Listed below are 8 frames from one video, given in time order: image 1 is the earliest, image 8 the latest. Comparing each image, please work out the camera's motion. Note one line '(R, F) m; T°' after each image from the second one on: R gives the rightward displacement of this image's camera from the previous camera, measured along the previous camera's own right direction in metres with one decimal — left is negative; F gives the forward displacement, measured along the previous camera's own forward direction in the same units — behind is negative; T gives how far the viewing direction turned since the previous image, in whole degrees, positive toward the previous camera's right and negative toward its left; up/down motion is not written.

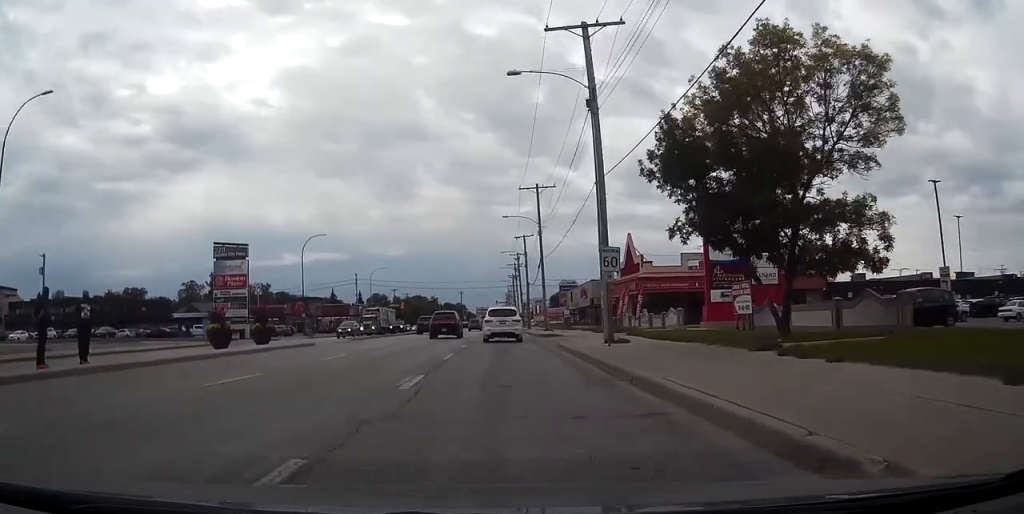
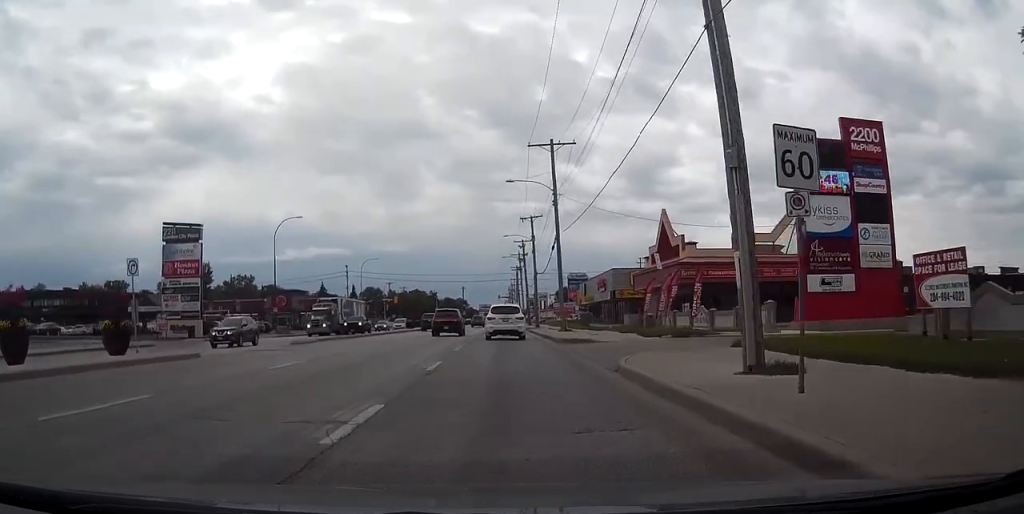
(0.0, +14.8) m; 0°
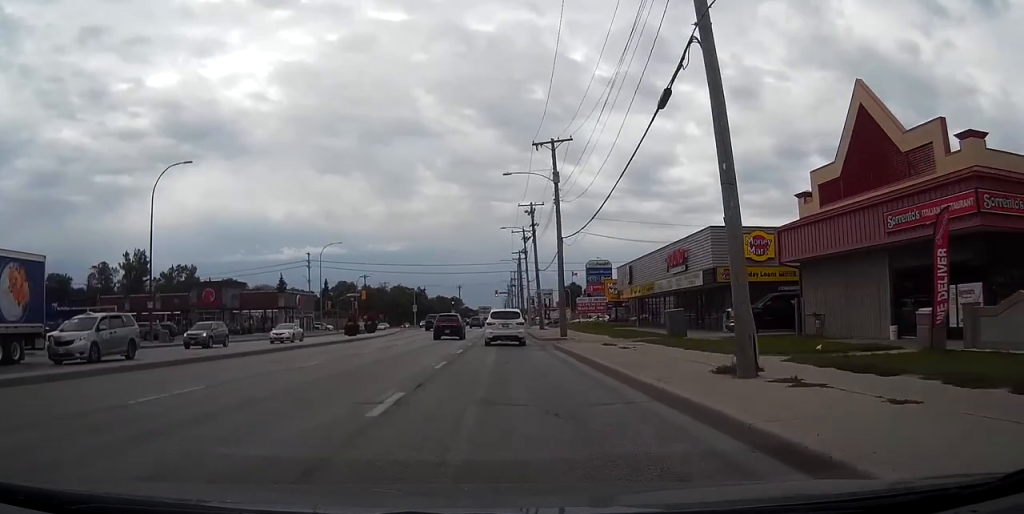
(+0.5, +34.3) m; 0°
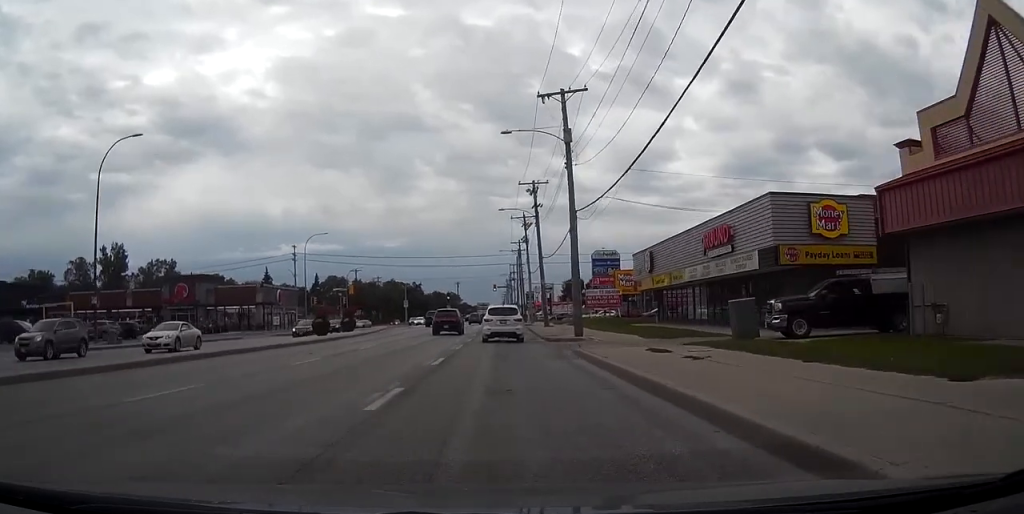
(-0.2, +9.0) m; -1°
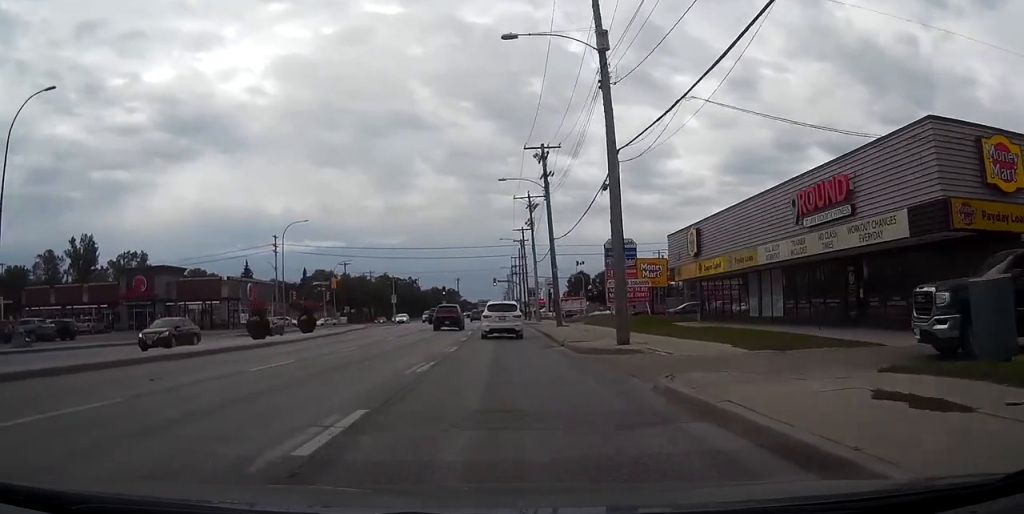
(0.0, +12.3) m; 0°
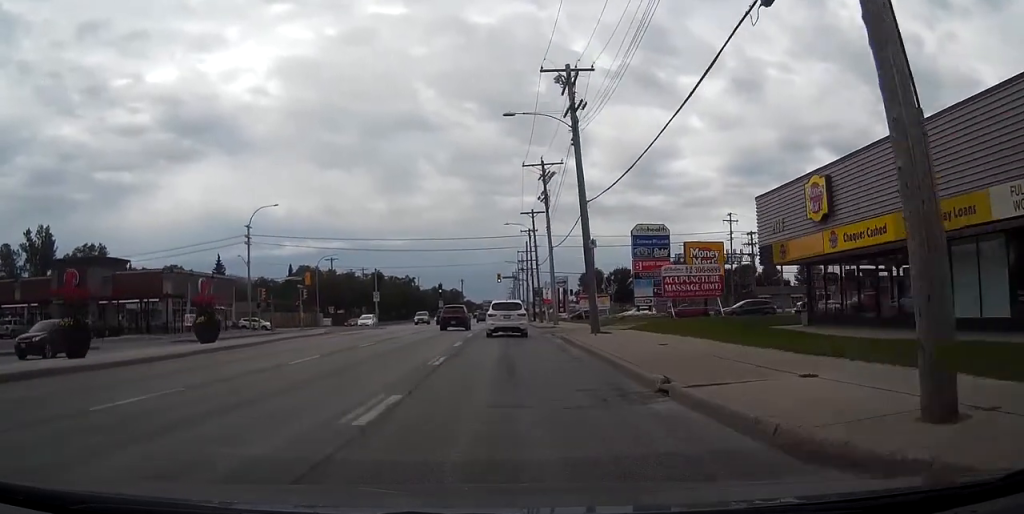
(0.0, +16.1) m; 0°
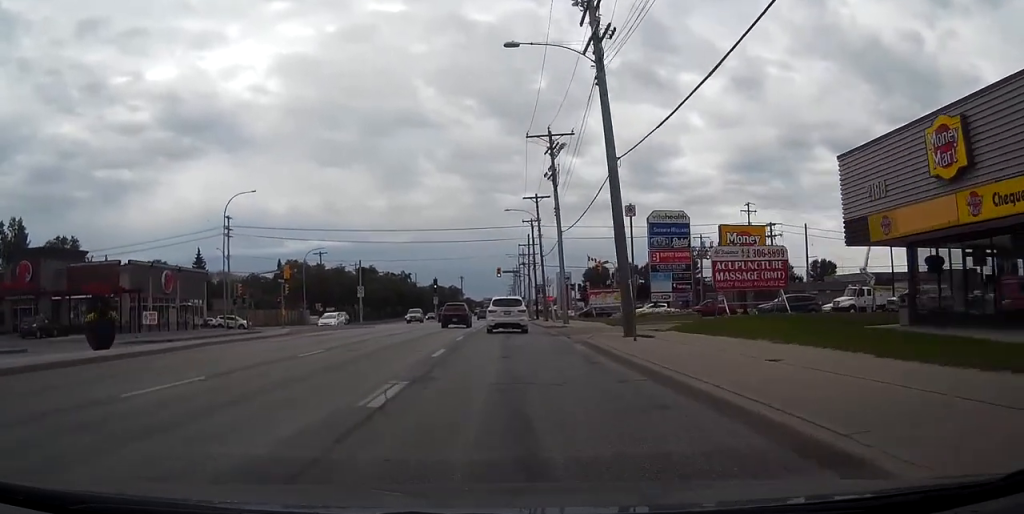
(0.0, +8.3) m; 0°
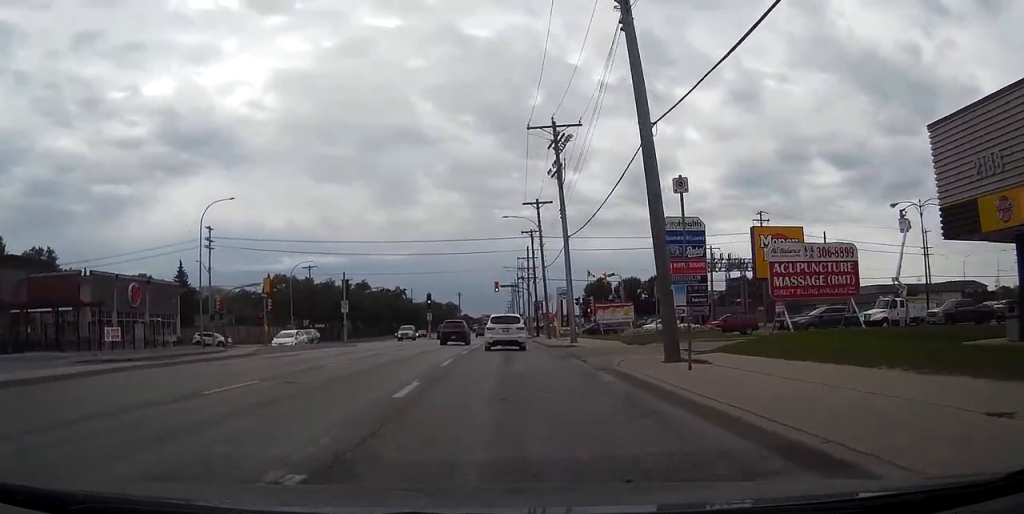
(0.0, +6.0) m; 0°
